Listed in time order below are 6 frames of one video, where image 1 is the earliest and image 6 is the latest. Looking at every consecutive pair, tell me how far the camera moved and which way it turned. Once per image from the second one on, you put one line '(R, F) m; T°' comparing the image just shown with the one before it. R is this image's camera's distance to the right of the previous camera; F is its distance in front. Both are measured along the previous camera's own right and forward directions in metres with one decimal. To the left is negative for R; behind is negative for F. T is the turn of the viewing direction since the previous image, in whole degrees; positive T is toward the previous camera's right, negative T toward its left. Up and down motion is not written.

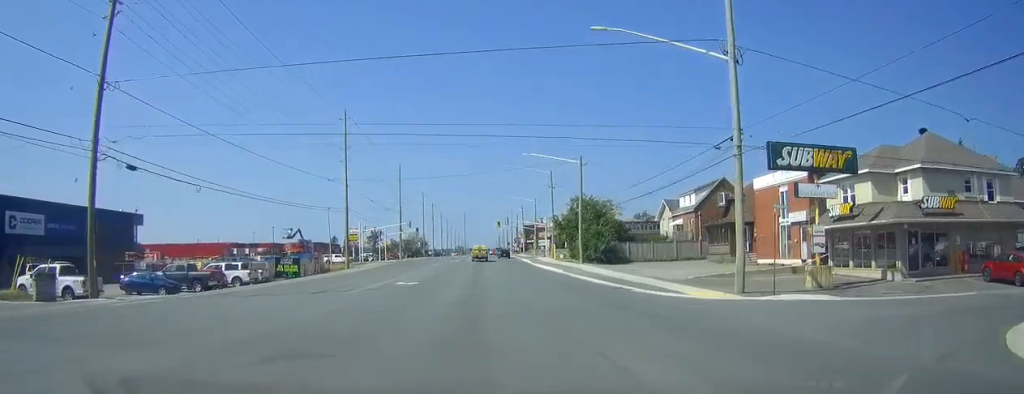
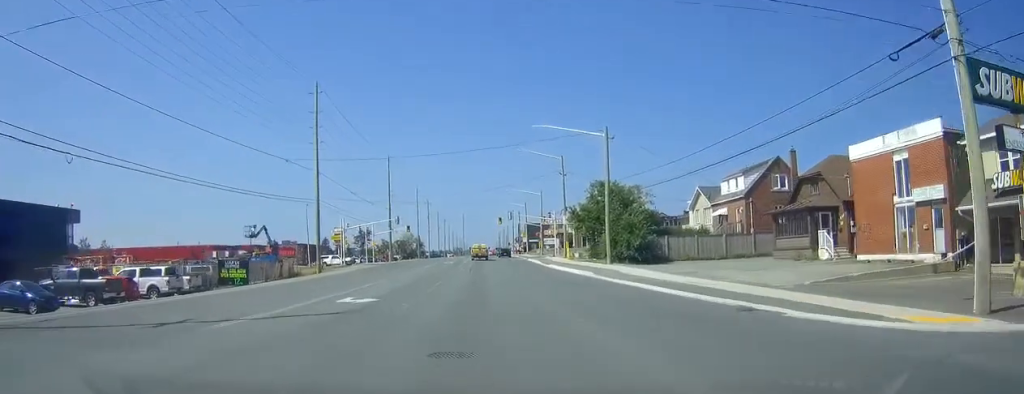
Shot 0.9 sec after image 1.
(+0.1, +14.4) m; 0°
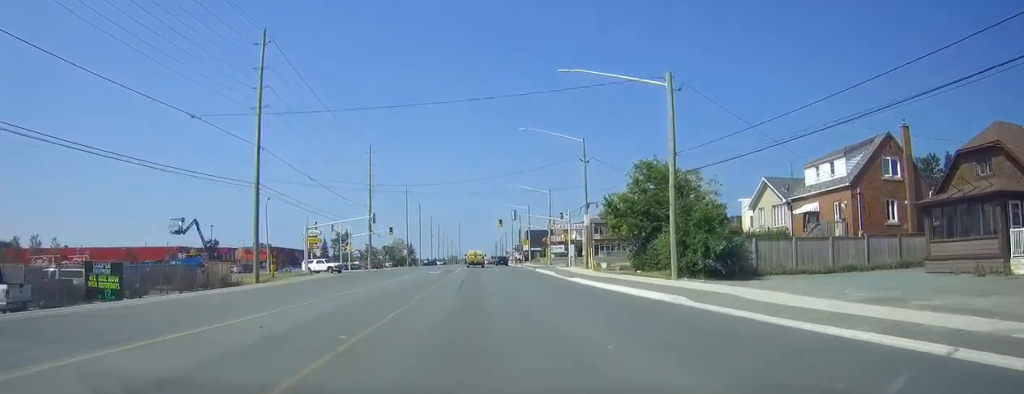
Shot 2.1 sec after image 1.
(-0.1, +18.5) m; 0°
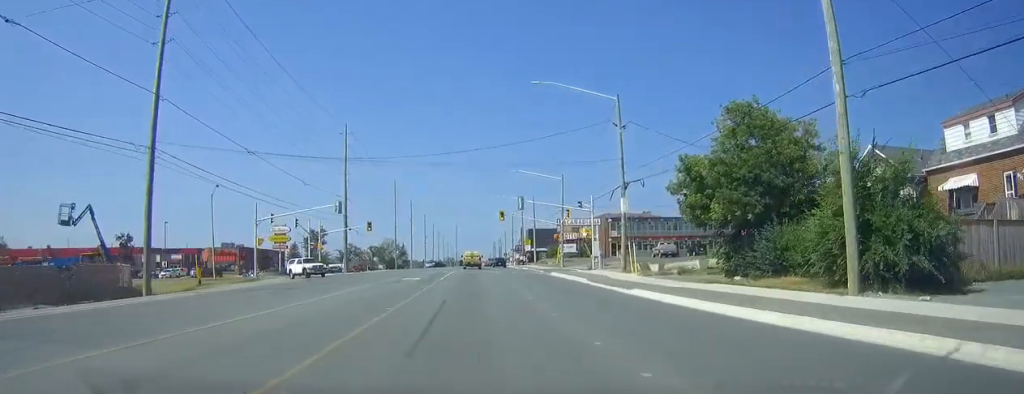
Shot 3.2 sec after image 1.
(+0.1, +17.3) m; 0°
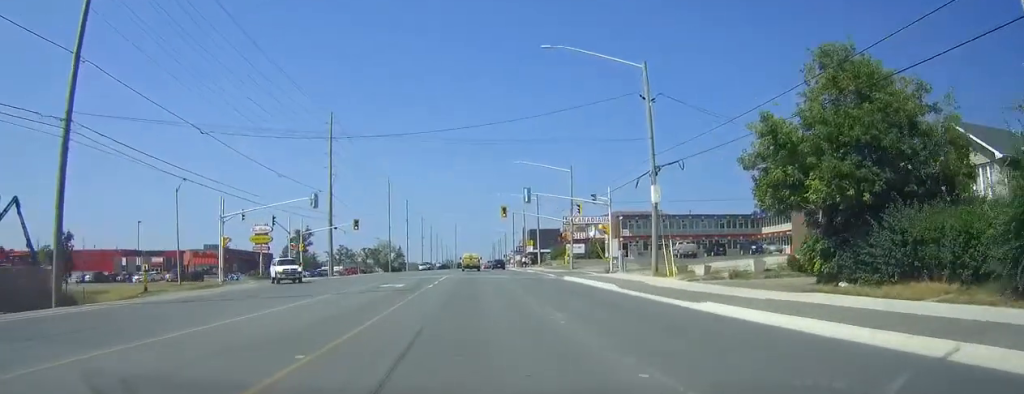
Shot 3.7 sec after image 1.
(0.0, +8.3) m; 0°
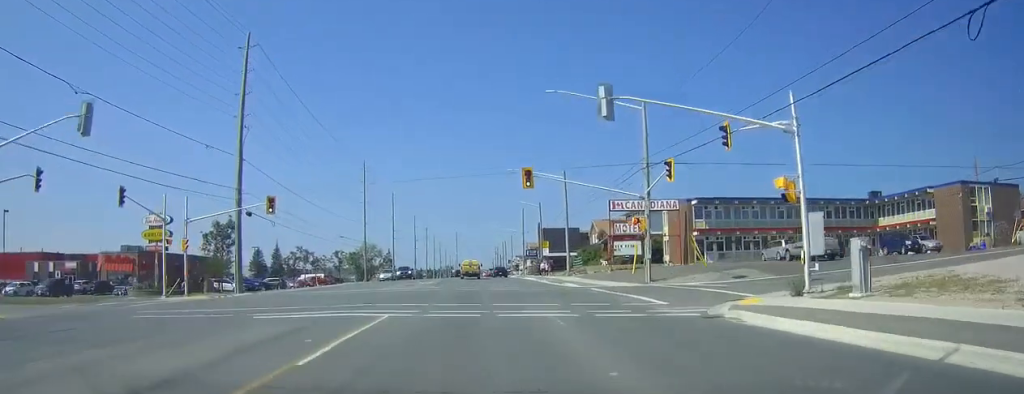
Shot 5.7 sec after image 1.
(0.0, +30.6) m; 0°
